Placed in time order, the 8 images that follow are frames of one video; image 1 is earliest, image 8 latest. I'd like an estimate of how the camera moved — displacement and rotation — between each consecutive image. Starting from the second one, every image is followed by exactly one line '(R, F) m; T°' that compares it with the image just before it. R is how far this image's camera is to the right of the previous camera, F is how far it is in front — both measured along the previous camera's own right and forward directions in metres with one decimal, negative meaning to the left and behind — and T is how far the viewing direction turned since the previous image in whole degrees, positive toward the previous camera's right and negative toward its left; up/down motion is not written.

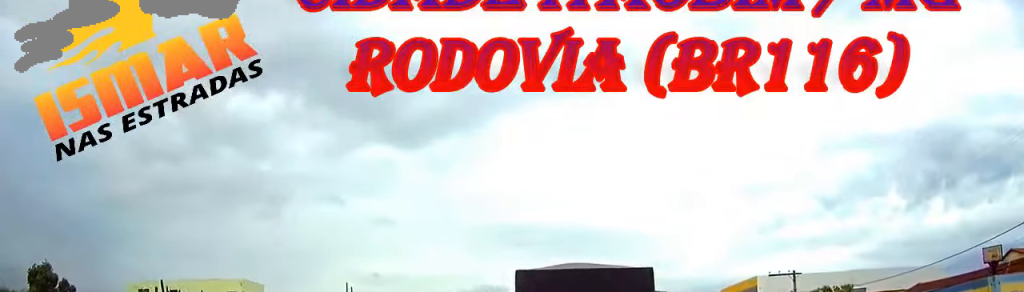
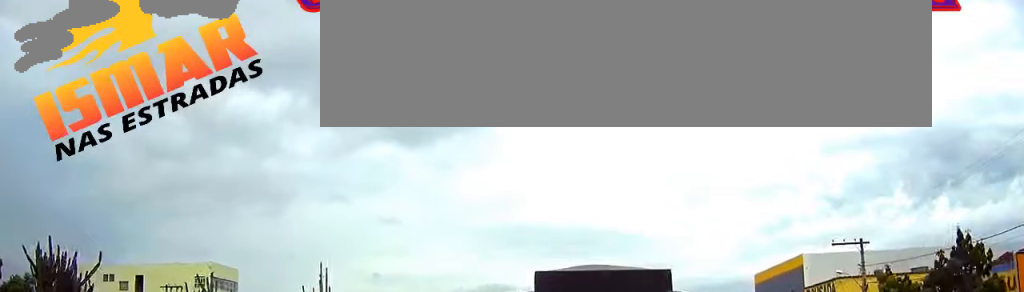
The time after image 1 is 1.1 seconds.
(0.0, +9.4) m; -1°
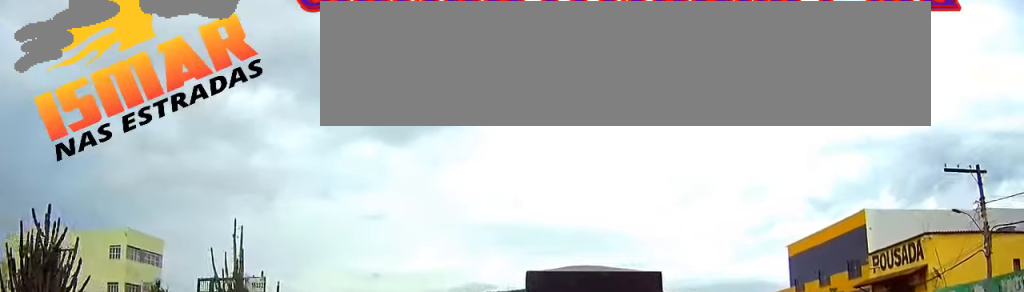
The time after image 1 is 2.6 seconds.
(-0.1, +13.1) m; 0°
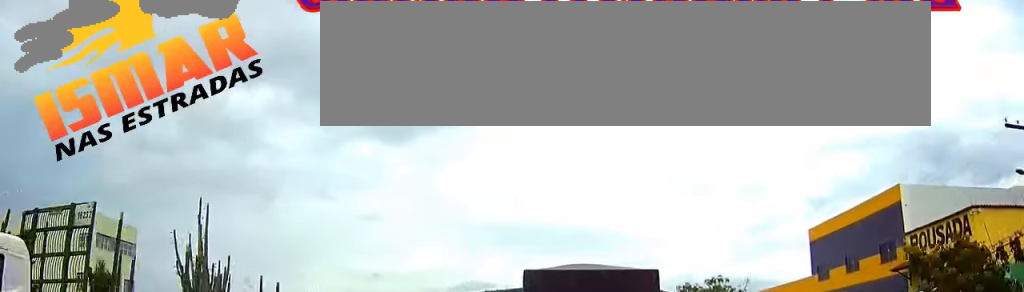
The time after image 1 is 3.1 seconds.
(0.0, +4.5) m; 0°
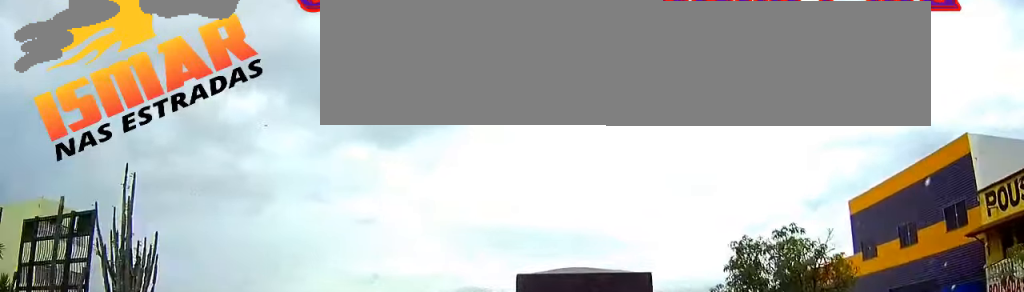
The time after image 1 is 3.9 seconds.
(+0.1, +7.3) m; 0°
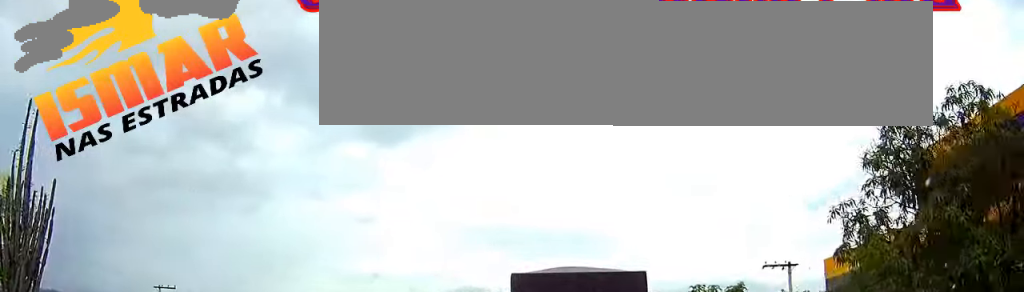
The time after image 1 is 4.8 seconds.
(-0.1, +8.0) m; 0°
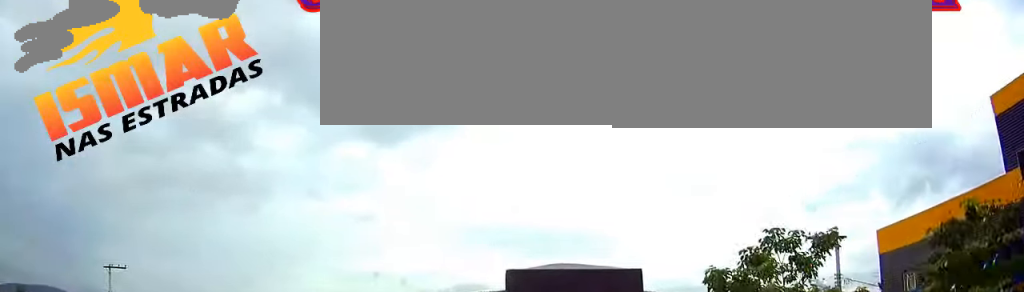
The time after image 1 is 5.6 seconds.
(+0.1, +7.9) m; 0°
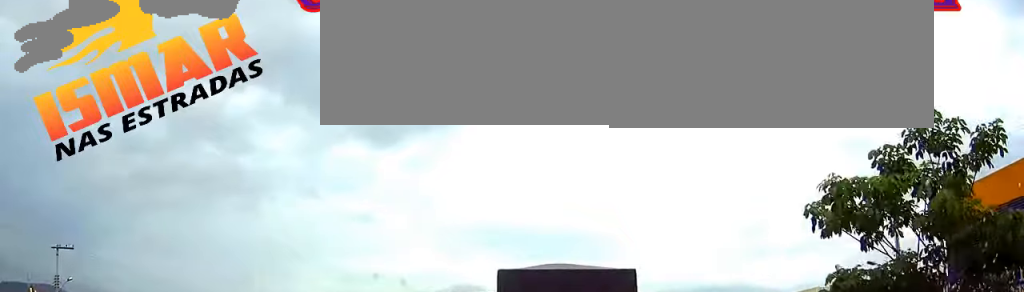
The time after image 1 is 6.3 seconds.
(0.0, +6.9) m; 0°
